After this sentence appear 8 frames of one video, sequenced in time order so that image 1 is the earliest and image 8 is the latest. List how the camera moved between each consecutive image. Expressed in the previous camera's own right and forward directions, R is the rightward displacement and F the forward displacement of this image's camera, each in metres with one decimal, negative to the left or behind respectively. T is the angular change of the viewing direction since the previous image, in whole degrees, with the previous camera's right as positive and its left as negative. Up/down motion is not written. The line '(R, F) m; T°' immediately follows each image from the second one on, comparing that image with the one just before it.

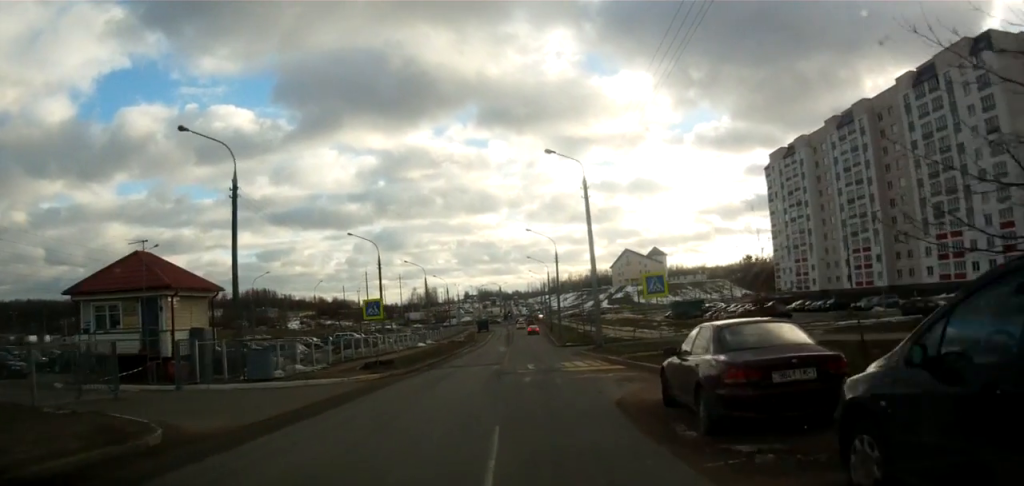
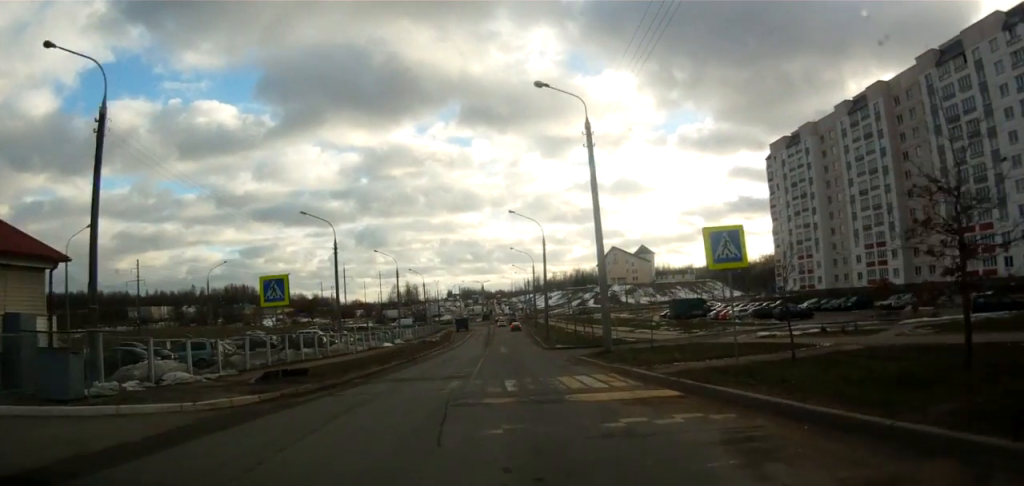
(+0.4, +9.9) m; +4°
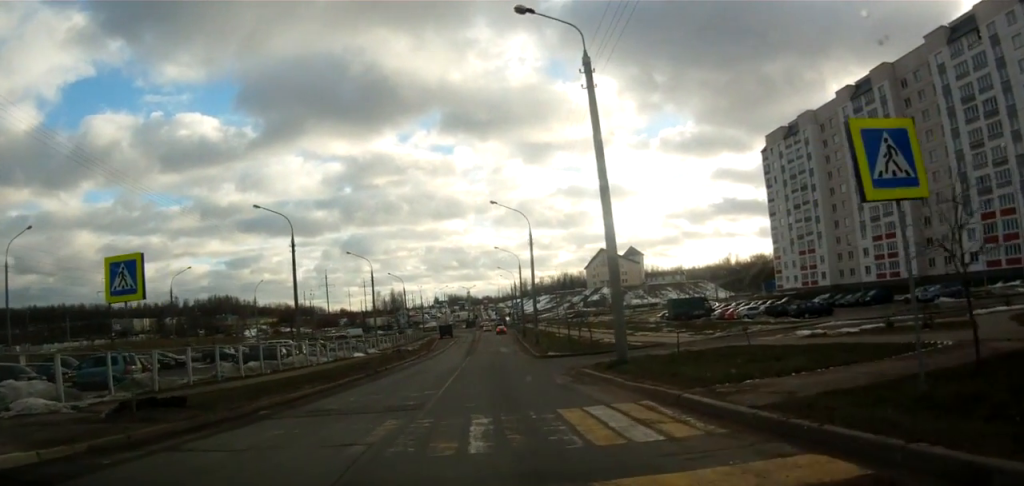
(+0.4, +7.6) m; +2°
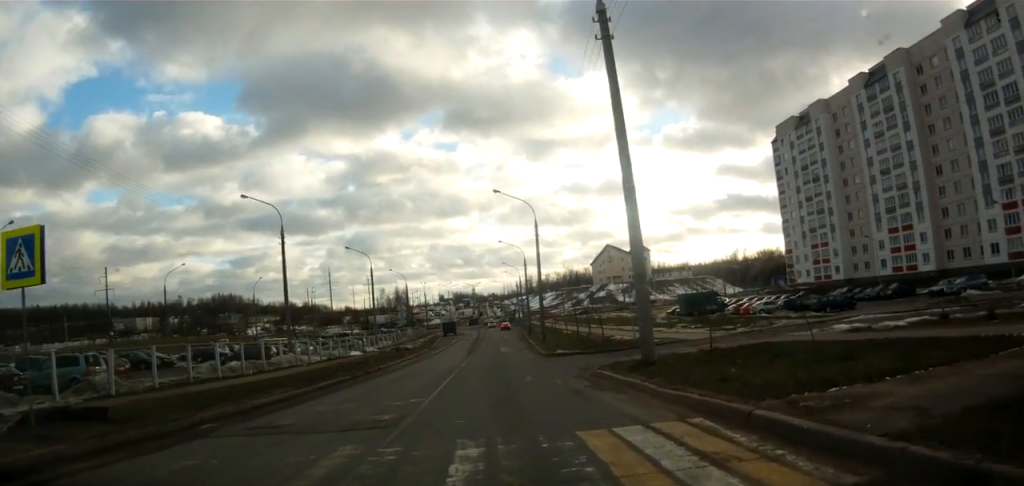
(0.0, +3.9) m; -3°
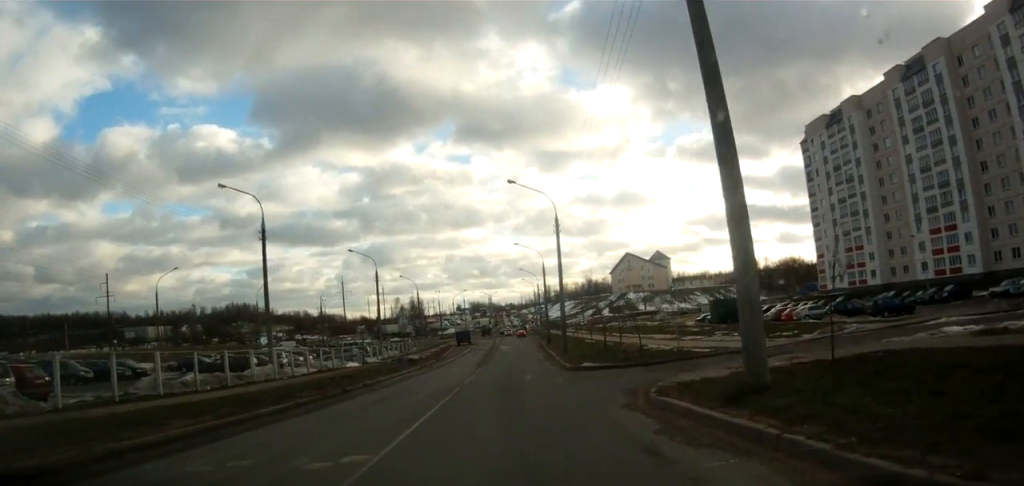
(-0.3, +7.5) m; -1°
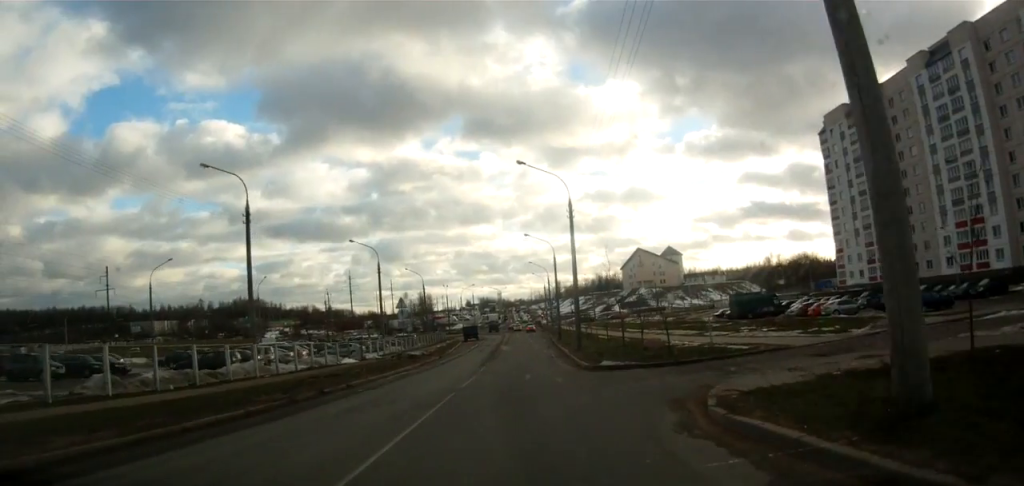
(+0.2, +3.0) m; +1°
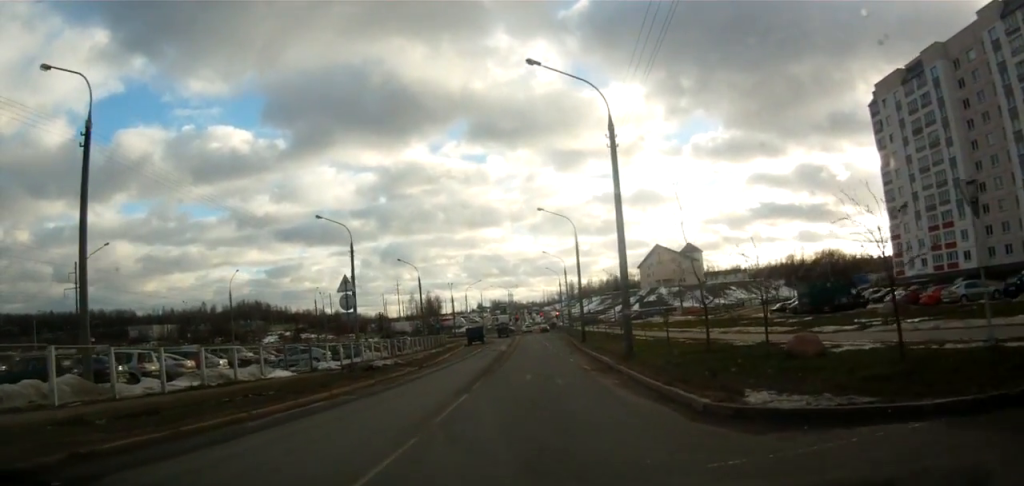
(-1.0, +15.0) m; -4°
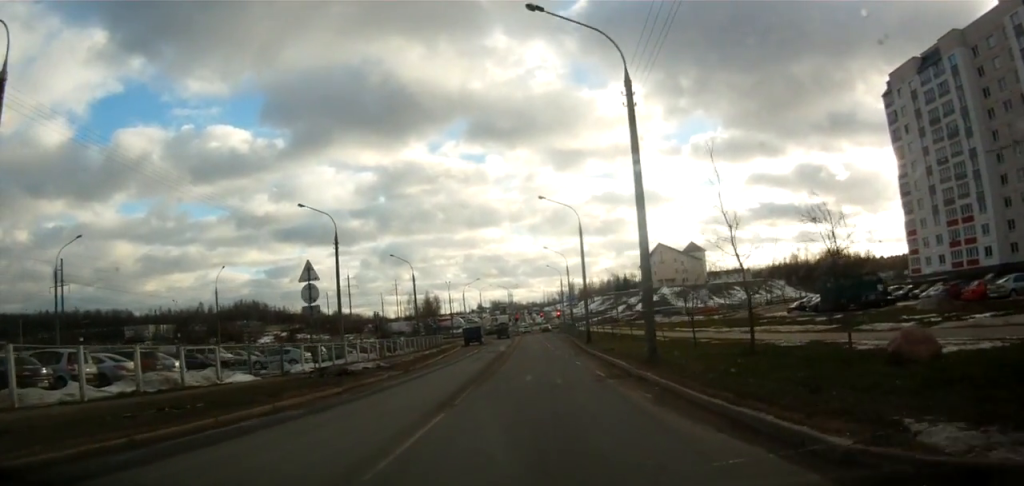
(+0.2, +5.0) m; 0°
